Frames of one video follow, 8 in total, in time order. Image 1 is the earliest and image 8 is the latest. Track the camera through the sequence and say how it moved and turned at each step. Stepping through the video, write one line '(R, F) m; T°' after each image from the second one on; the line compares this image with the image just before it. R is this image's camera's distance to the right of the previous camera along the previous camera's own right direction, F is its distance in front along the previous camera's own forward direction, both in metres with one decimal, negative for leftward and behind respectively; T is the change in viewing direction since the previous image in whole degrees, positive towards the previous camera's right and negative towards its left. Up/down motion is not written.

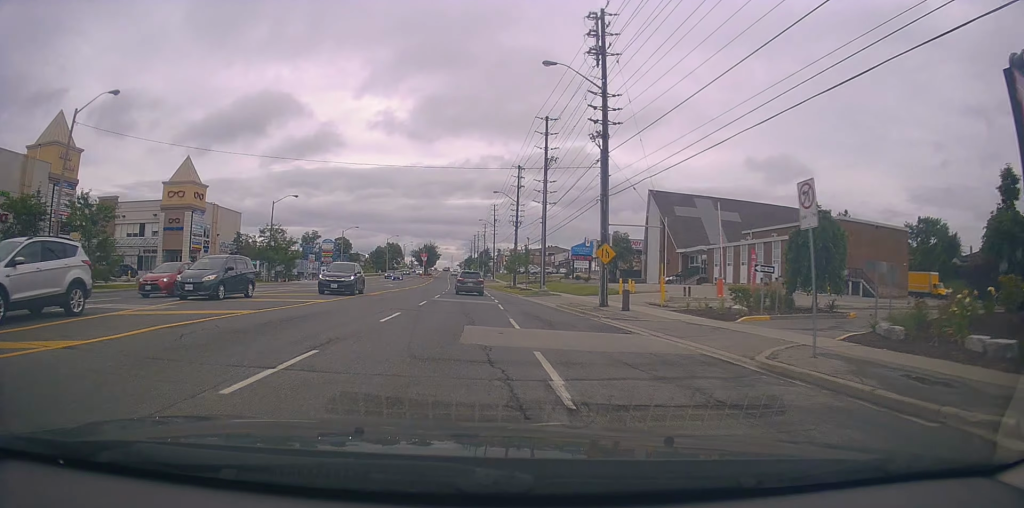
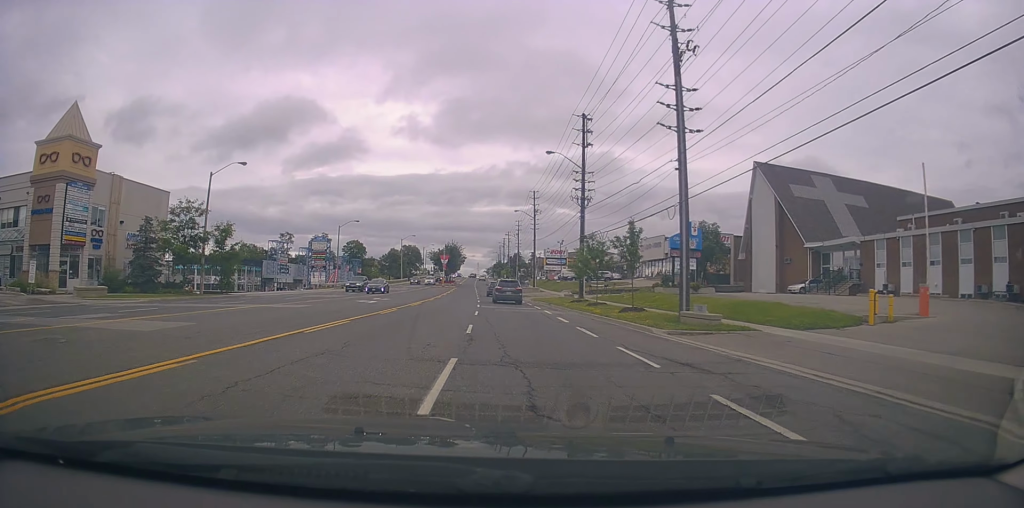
(-0.6, +26.4) m; -3°
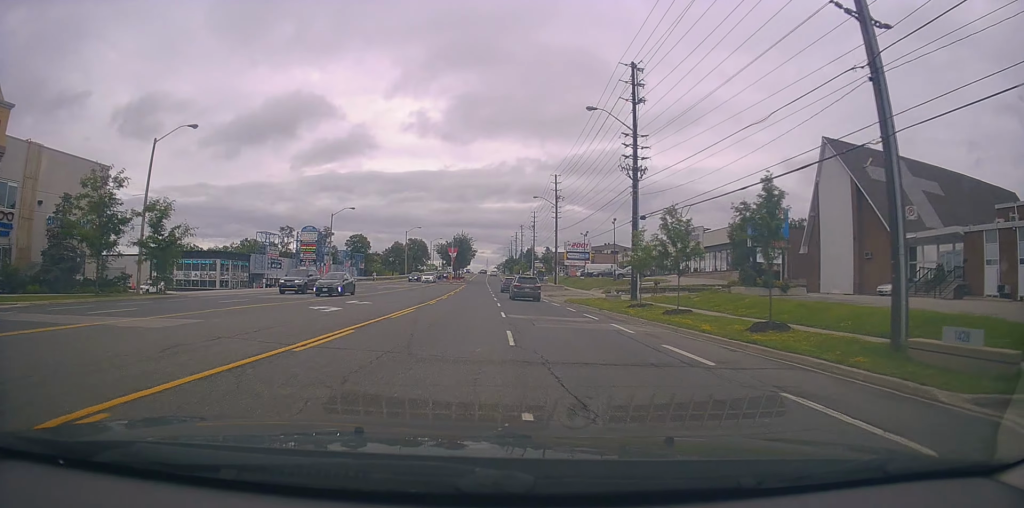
(0.0, +11.9) m; -2°
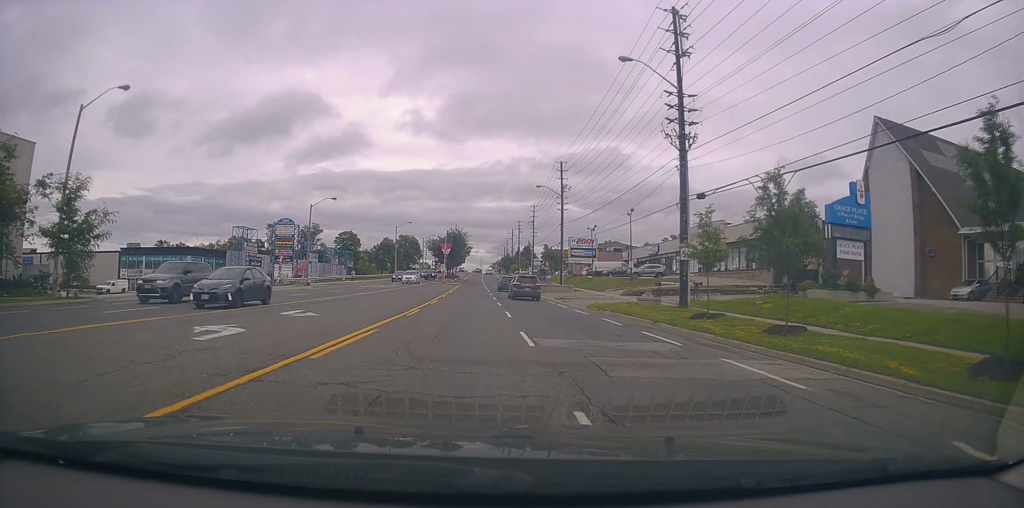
(-0.5, +8.8) m; 0°
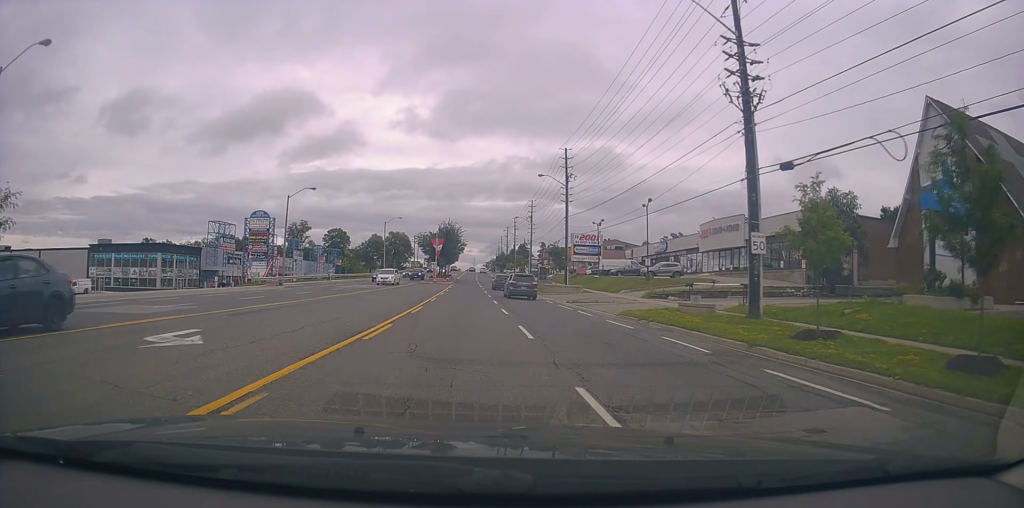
(0.0, +7.4) m; +1°
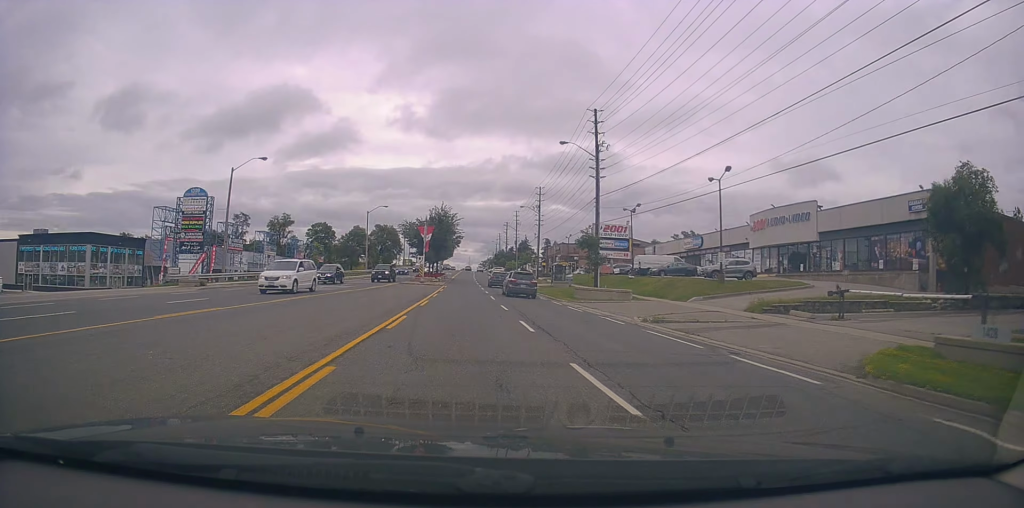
(+0.6, +16.3) m; +2°
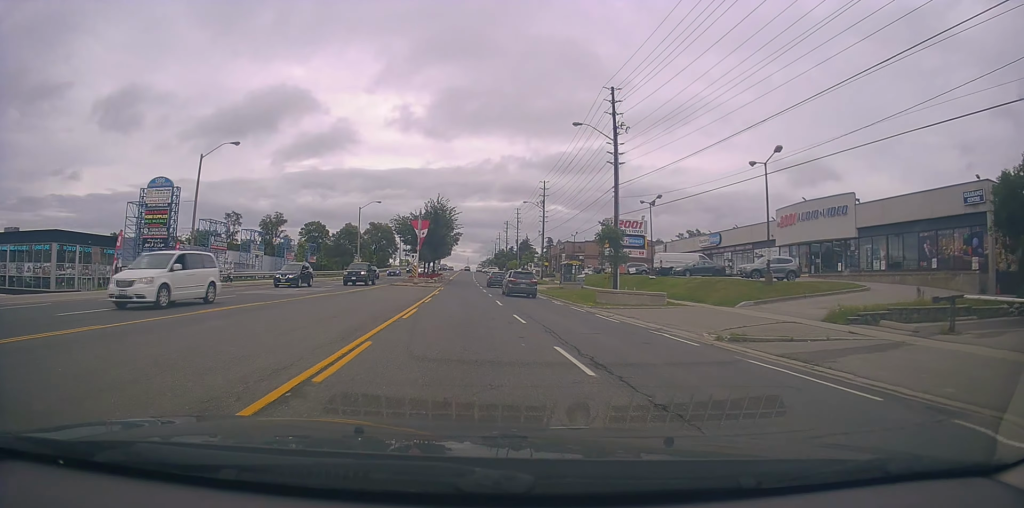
(-0.2, +6.5) m; 0°
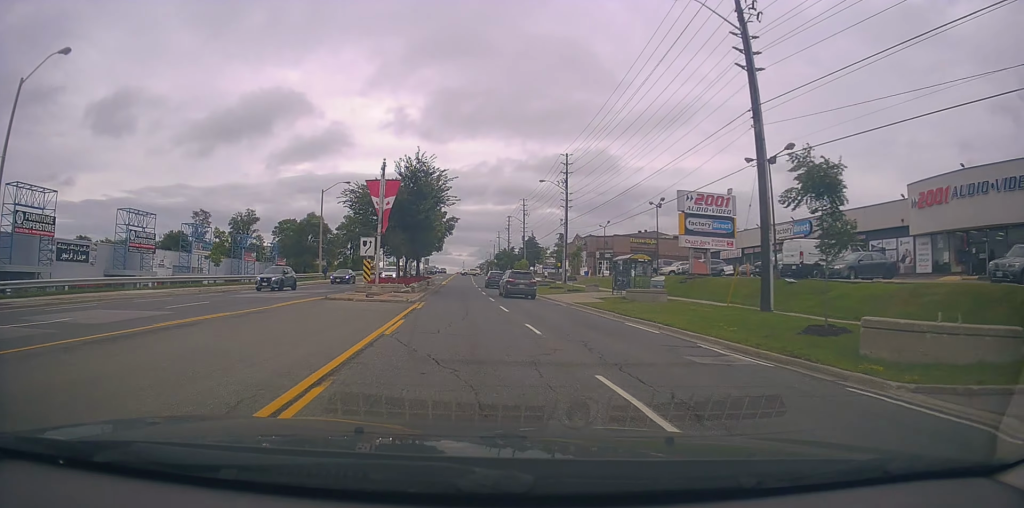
(+0.2, +22.3) m; 0°
